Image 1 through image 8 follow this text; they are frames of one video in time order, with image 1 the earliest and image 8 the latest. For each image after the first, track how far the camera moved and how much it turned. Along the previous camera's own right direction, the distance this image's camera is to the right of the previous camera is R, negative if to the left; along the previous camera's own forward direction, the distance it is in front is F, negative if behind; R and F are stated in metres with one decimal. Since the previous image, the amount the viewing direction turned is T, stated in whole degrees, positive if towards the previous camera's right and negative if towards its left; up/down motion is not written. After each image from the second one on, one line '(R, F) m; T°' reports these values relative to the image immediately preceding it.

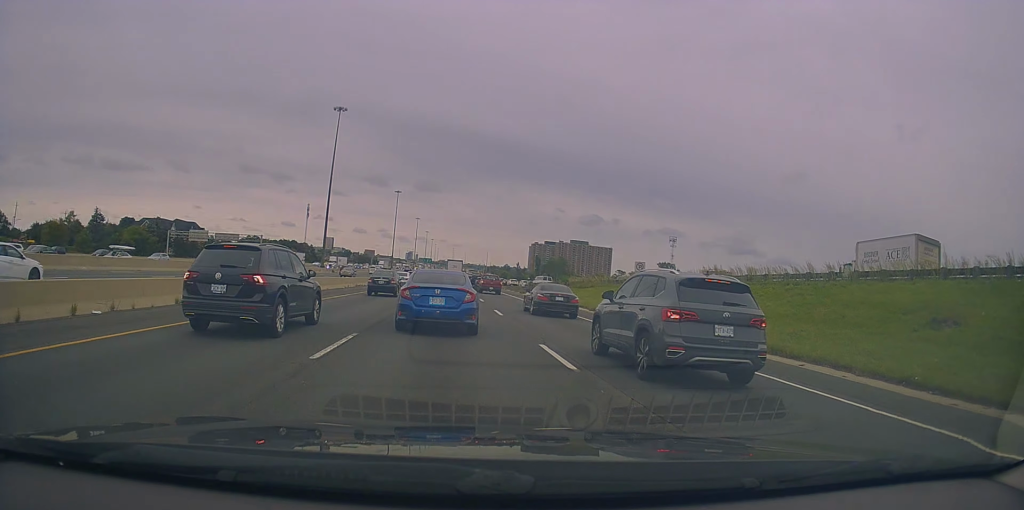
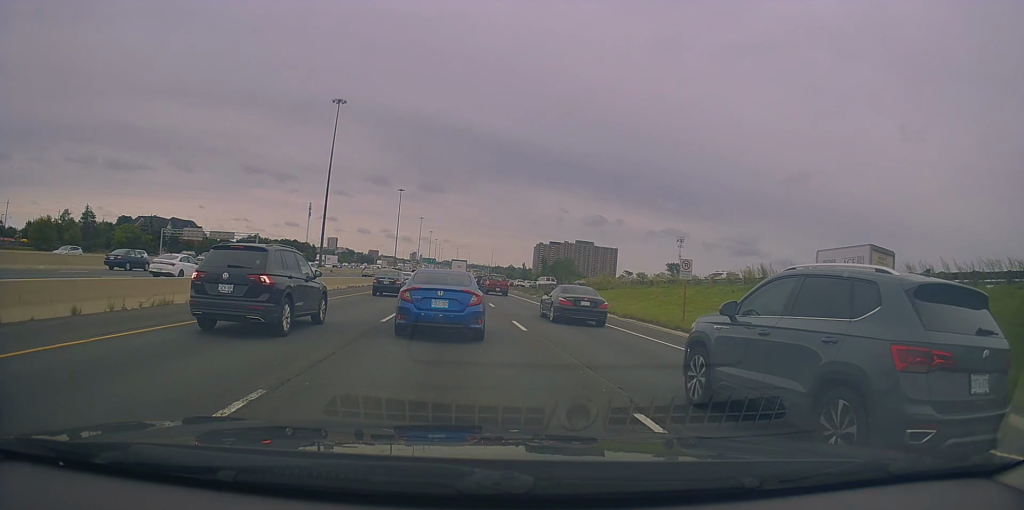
(0.0, +6.0) m; +3°
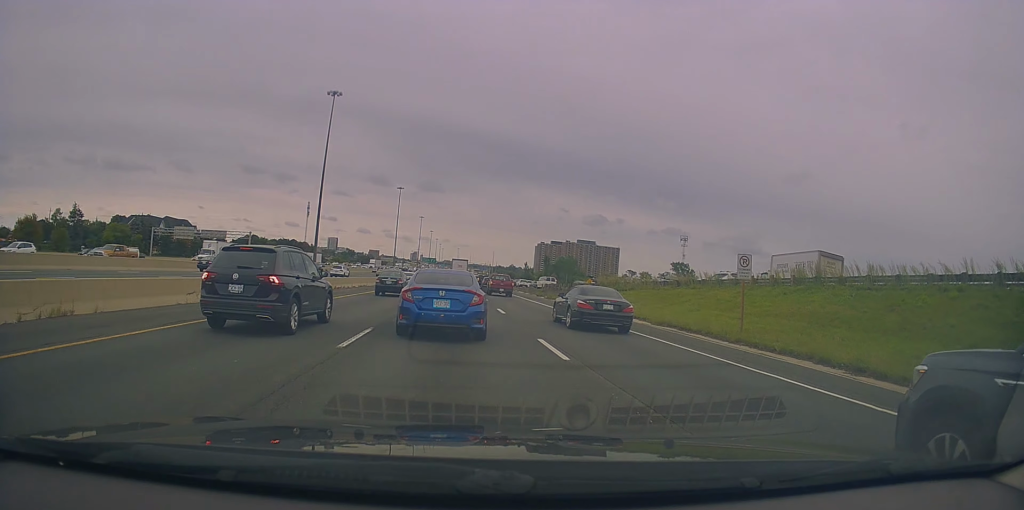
(+0.3, +5.6) m; -2°
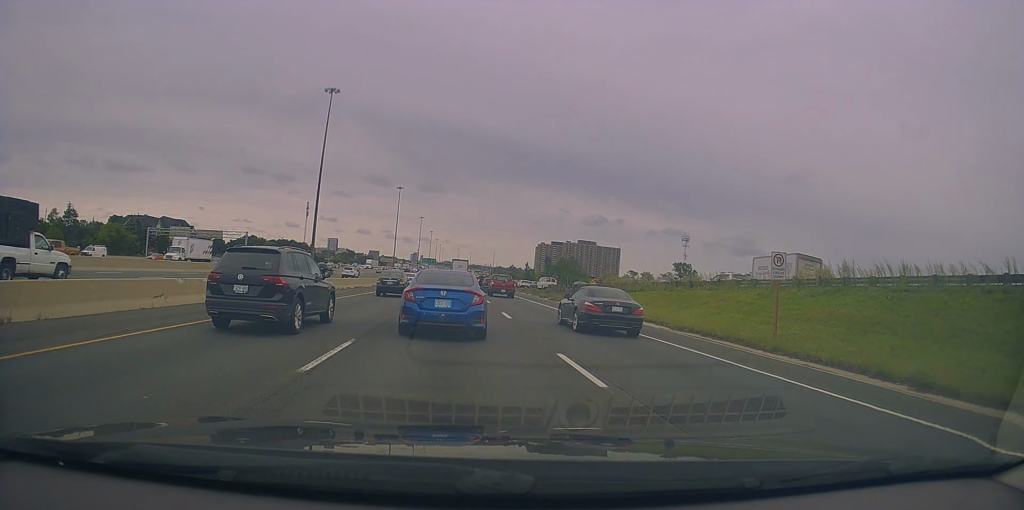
(-0.2, +2.4) m; -2°
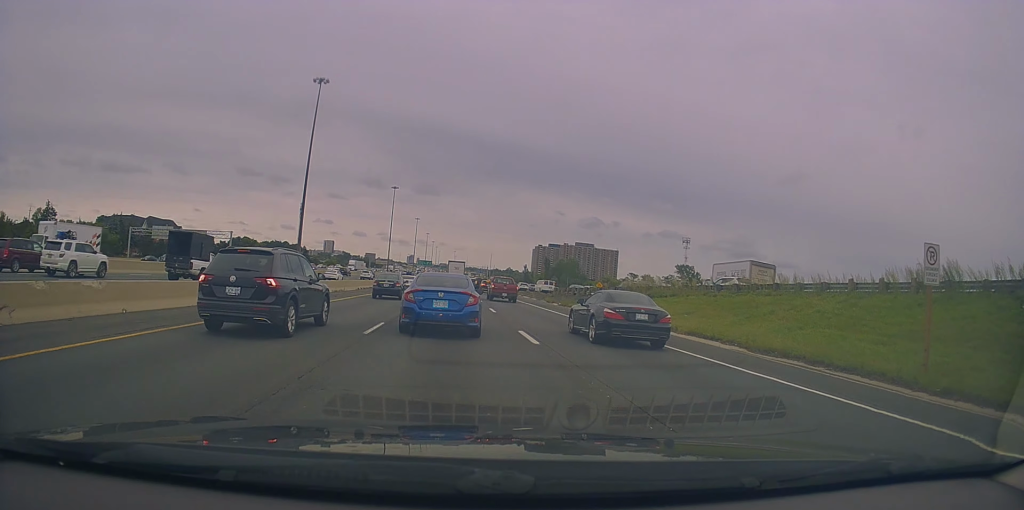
(0.0, +7.1) m; 0°
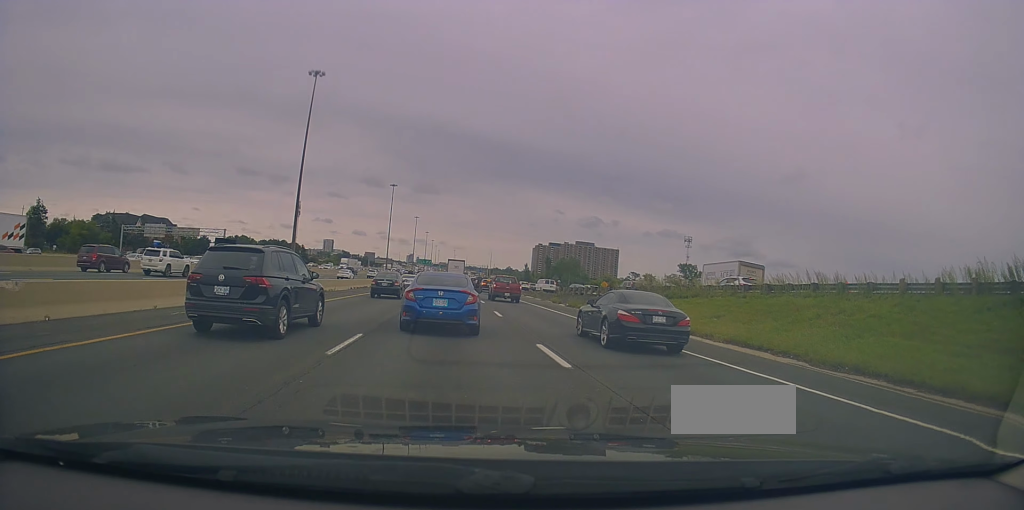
(0.0, +3.4) m; 0°
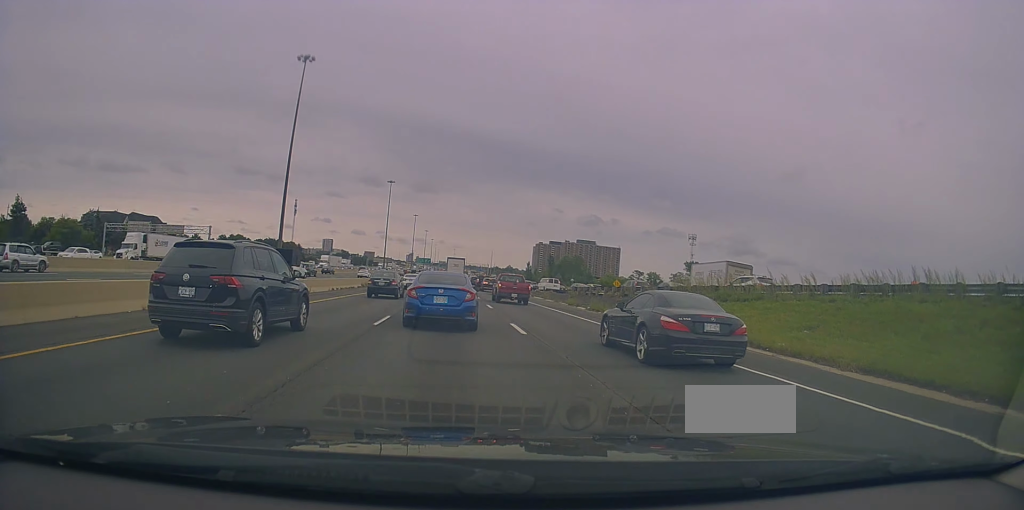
(0.0, +7.2) m; +1°
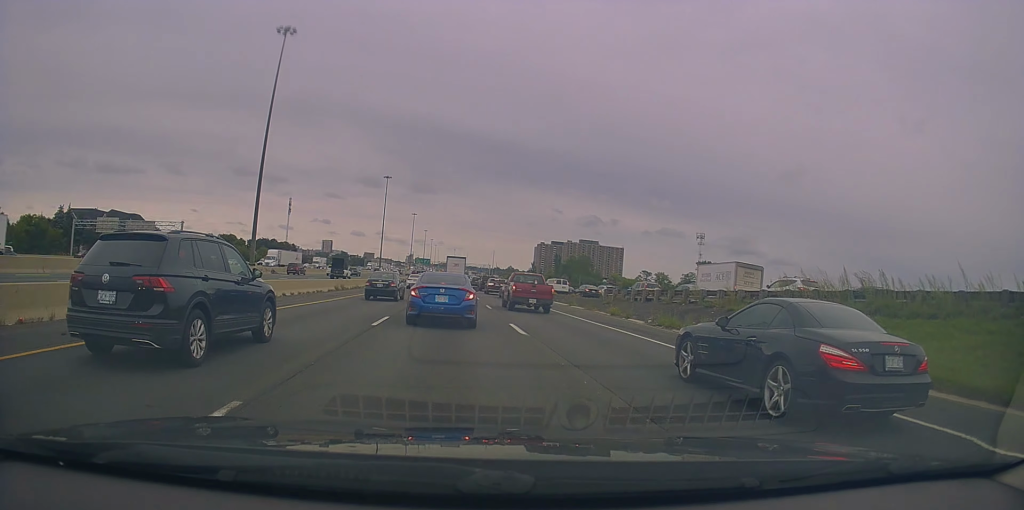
(+0.8, +12.4) m; +5°
